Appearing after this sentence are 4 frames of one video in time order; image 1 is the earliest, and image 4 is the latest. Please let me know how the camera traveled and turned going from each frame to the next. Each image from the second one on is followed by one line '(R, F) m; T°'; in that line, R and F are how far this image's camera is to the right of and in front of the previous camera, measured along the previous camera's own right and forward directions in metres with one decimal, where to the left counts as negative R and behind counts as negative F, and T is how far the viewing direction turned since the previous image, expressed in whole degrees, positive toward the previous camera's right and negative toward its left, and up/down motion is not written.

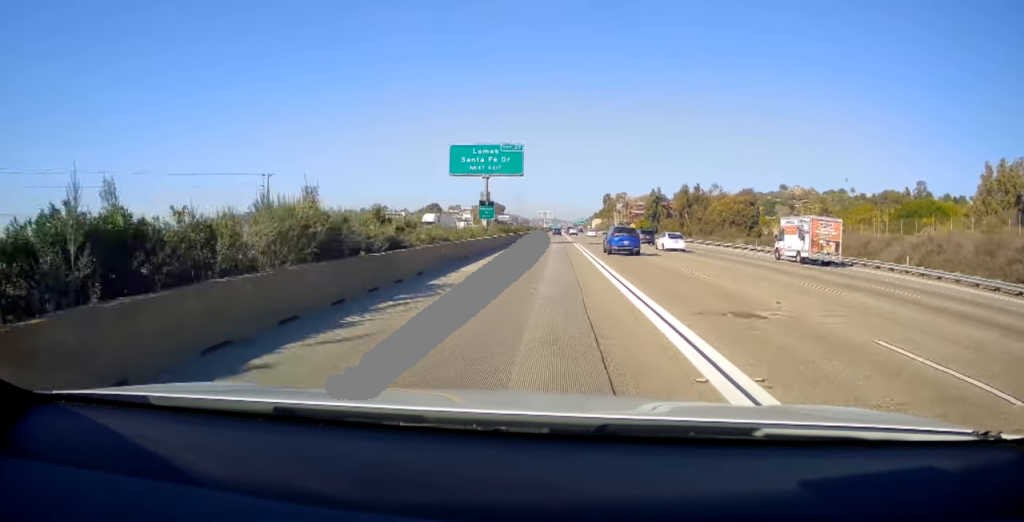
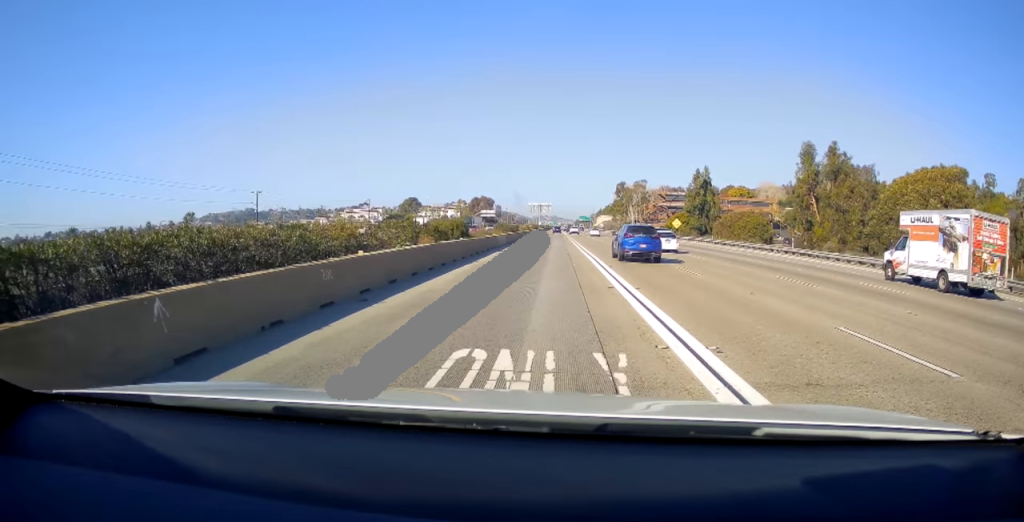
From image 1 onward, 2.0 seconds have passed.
(-0.1, +71.7) m; 0°
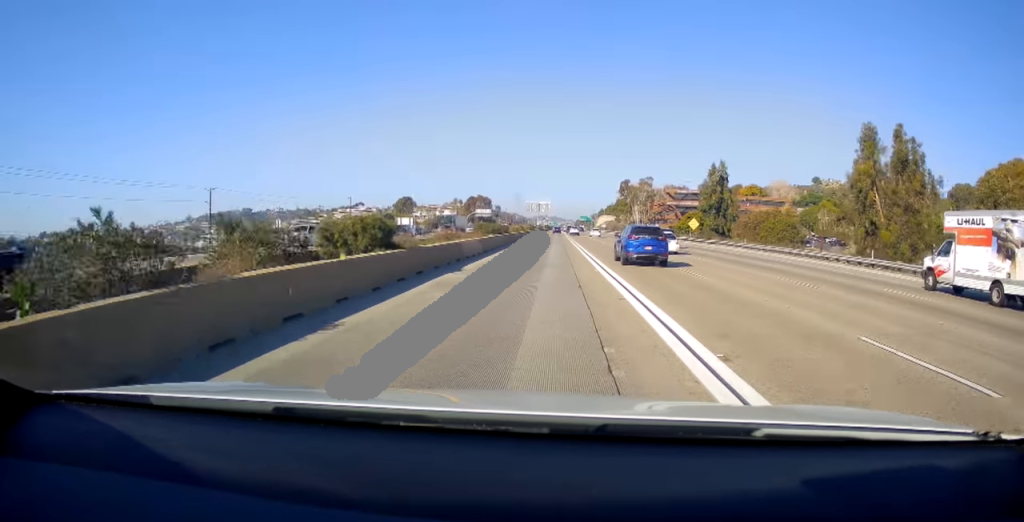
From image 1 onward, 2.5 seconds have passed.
(0.0, +15.3) m; 0°
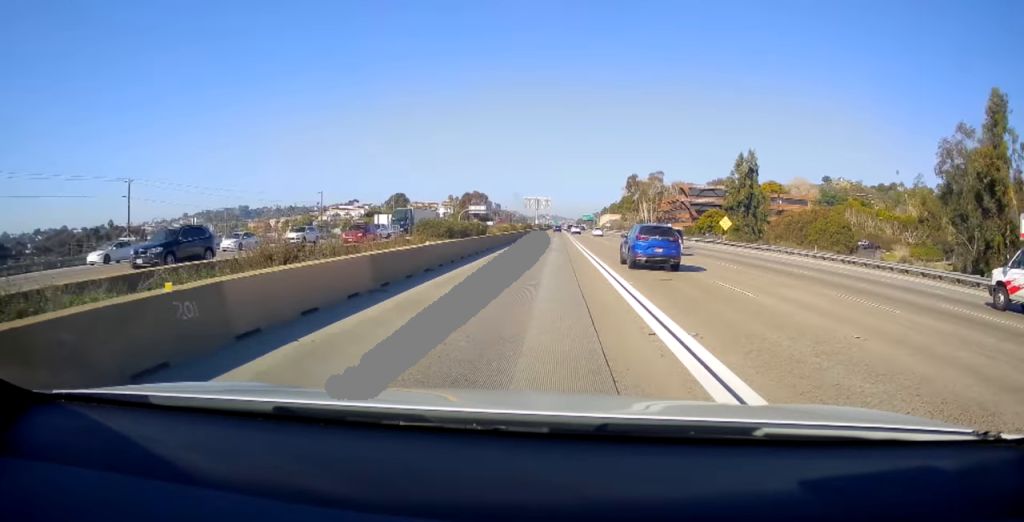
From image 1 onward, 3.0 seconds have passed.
(0.0, +20.0) m; 0°
